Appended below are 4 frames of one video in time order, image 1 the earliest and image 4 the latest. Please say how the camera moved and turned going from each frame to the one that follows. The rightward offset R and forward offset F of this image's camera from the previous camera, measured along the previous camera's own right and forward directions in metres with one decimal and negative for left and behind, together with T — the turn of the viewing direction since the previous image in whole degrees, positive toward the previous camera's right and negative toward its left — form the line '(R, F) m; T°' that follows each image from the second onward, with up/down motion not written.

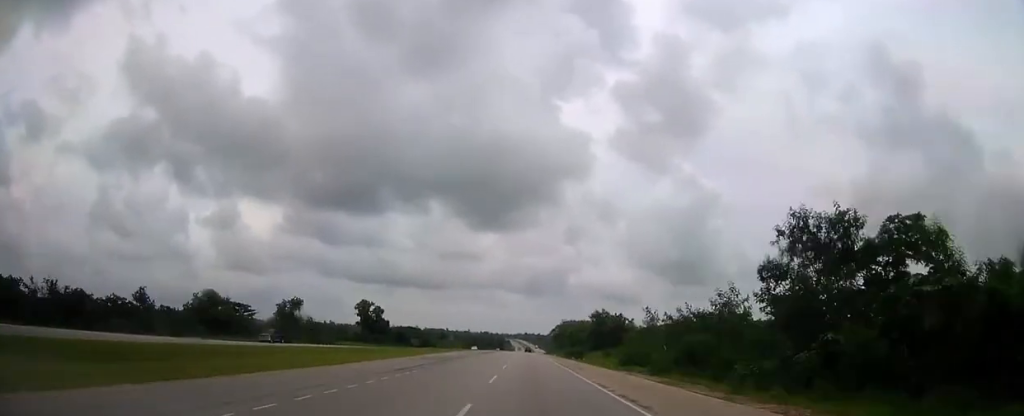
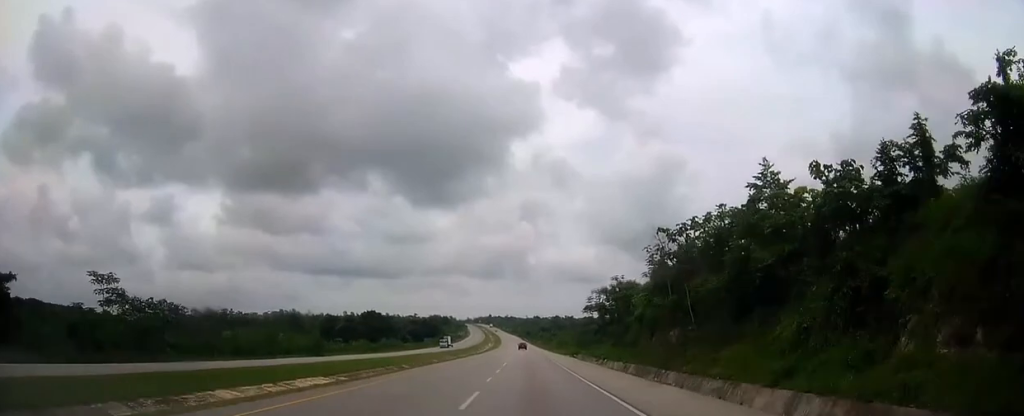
(+4.7, +276.0) m; +2°
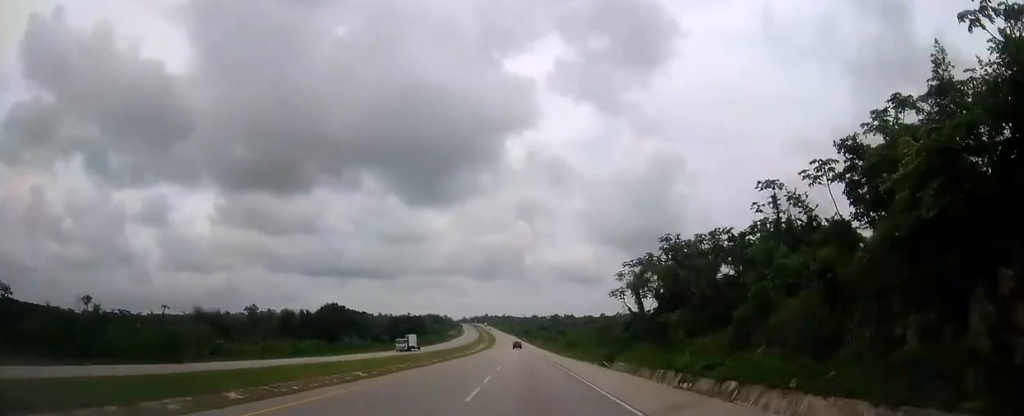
(+0.1, +32.8) m; 0°
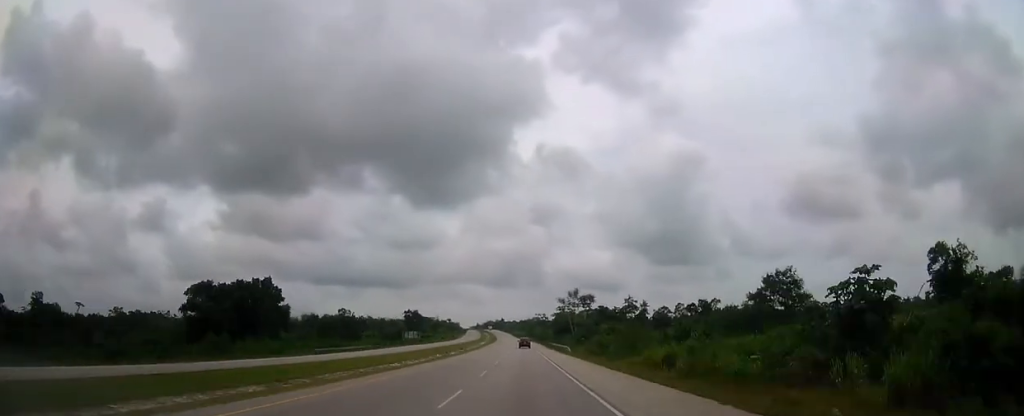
(-1.4, +161.7) m; -2°
